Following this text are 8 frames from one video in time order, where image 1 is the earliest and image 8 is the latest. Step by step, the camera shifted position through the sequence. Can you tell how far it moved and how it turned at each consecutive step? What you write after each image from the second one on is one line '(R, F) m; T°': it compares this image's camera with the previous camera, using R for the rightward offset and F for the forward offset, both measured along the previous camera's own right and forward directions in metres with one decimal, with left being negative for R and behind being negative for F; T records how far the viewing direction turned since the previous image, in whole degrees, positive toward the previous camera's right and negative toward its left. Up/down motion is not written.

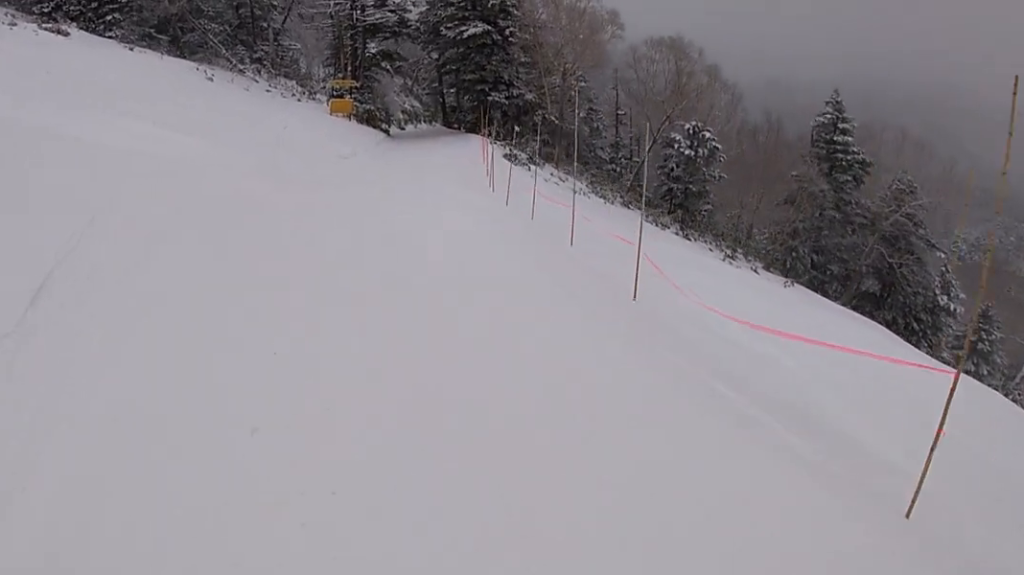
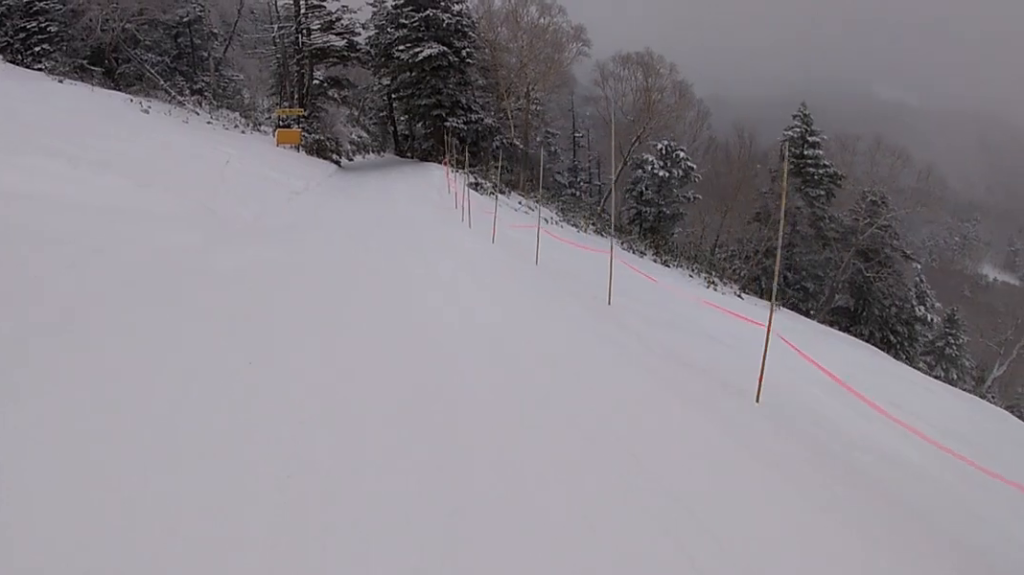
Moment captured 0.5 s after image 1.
(+0.1, +3.6) m; -2°
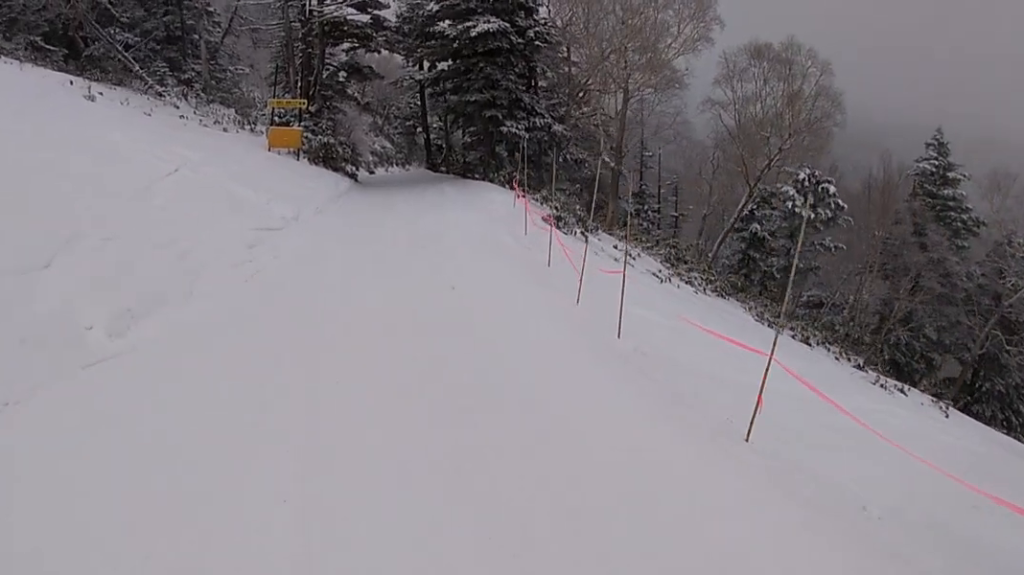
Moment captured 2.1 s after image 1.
(-1.4, +12.1) m; -3°
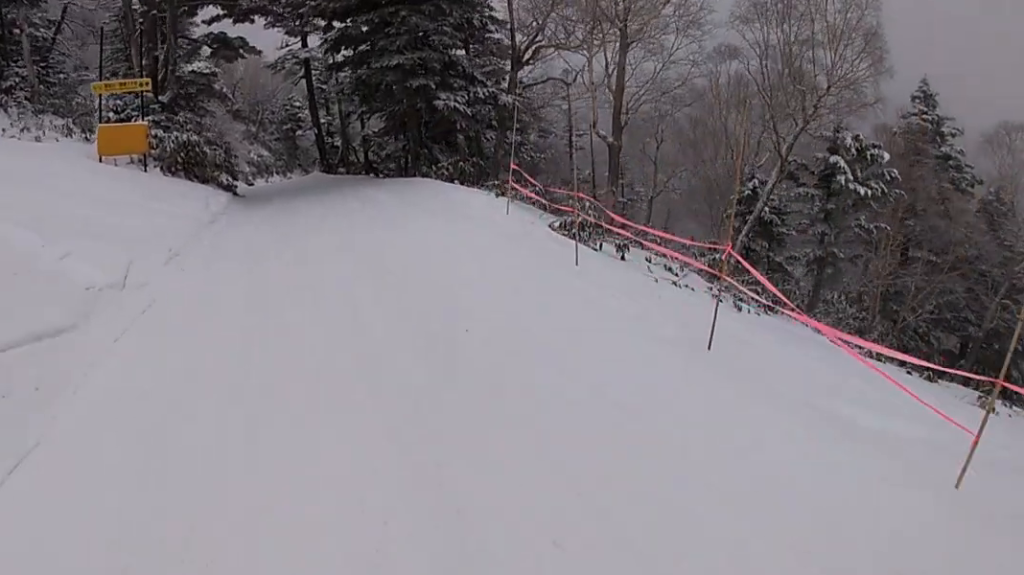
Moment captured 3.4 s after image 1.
(+2.2, +9.4) m; +14°
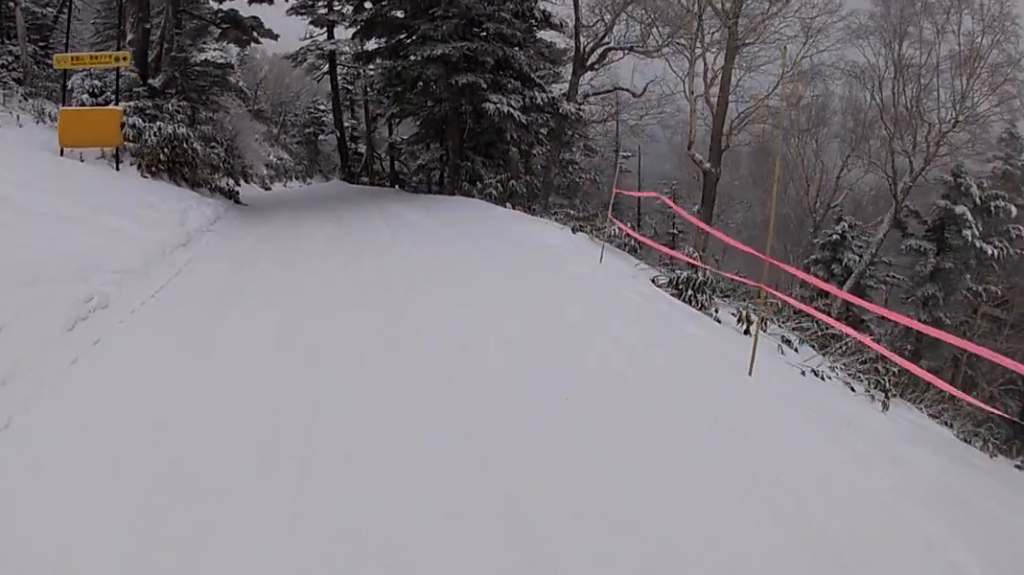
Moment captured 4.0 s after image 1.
(0.0, +4.2) m; 0°
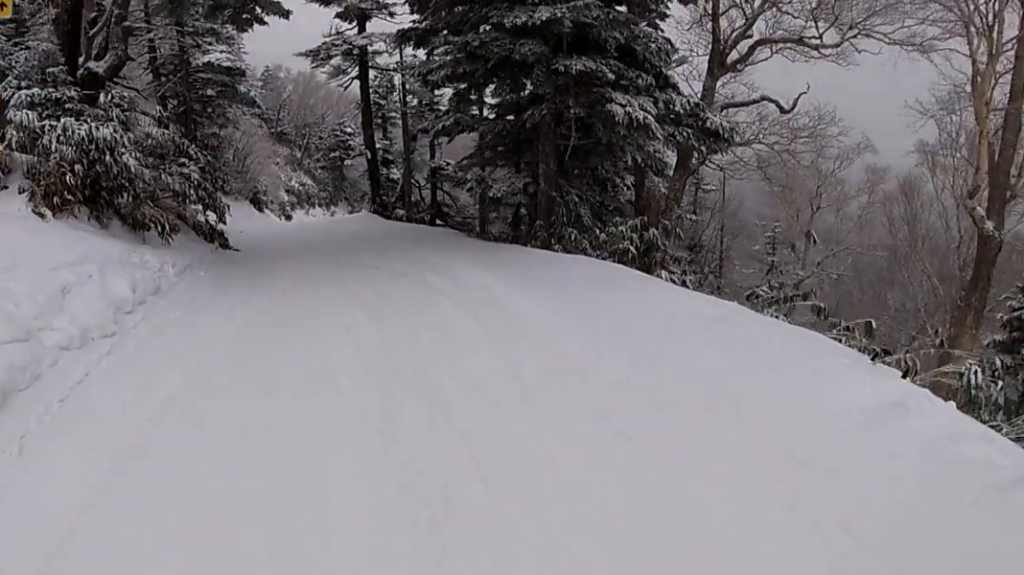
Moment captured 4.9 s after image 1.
(0.0, +6.6) m; -1°
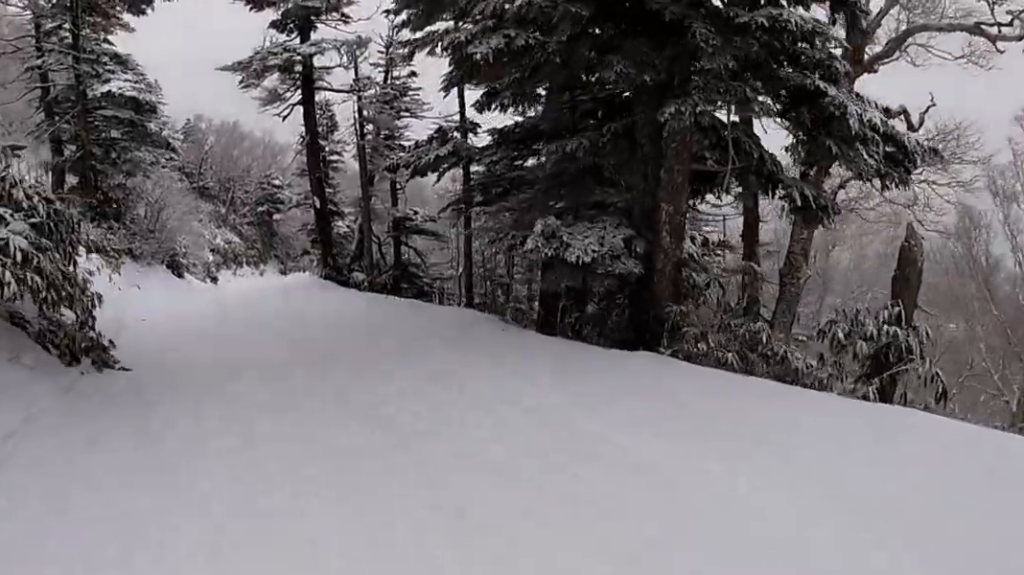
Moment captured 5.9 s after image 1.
(-0.1, +6.1) m; -5°
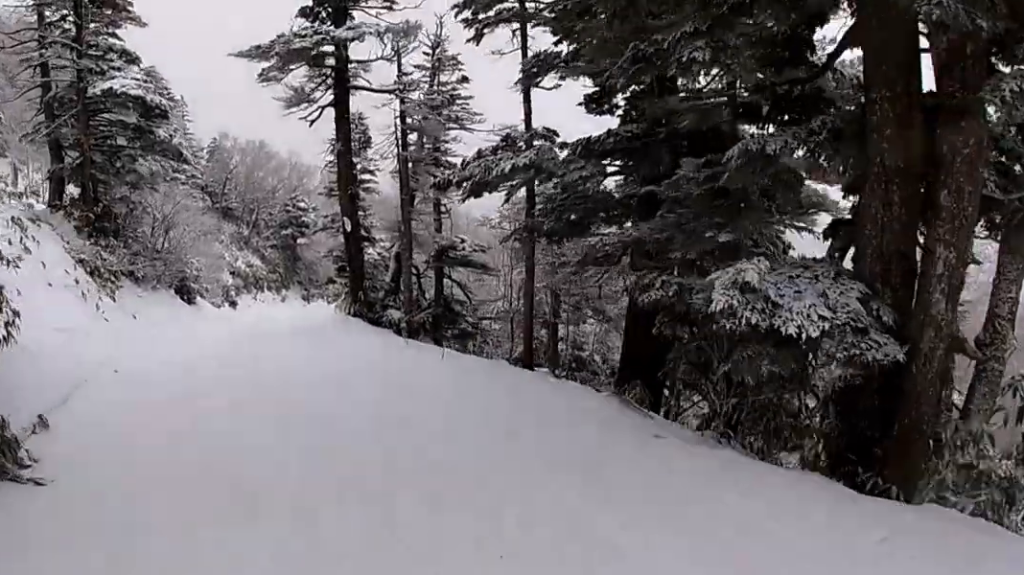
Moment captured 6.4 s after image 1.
(-0.1, +3.3) m; 0°
